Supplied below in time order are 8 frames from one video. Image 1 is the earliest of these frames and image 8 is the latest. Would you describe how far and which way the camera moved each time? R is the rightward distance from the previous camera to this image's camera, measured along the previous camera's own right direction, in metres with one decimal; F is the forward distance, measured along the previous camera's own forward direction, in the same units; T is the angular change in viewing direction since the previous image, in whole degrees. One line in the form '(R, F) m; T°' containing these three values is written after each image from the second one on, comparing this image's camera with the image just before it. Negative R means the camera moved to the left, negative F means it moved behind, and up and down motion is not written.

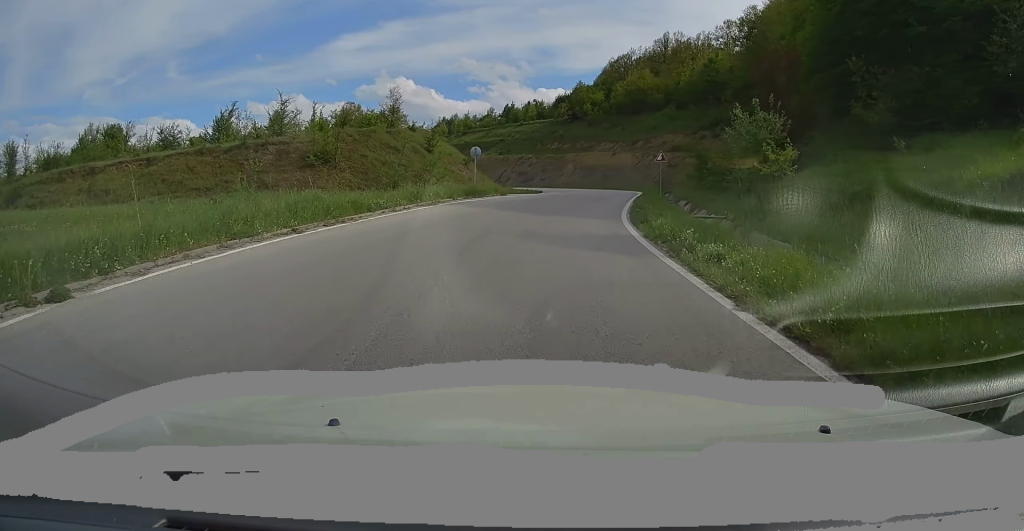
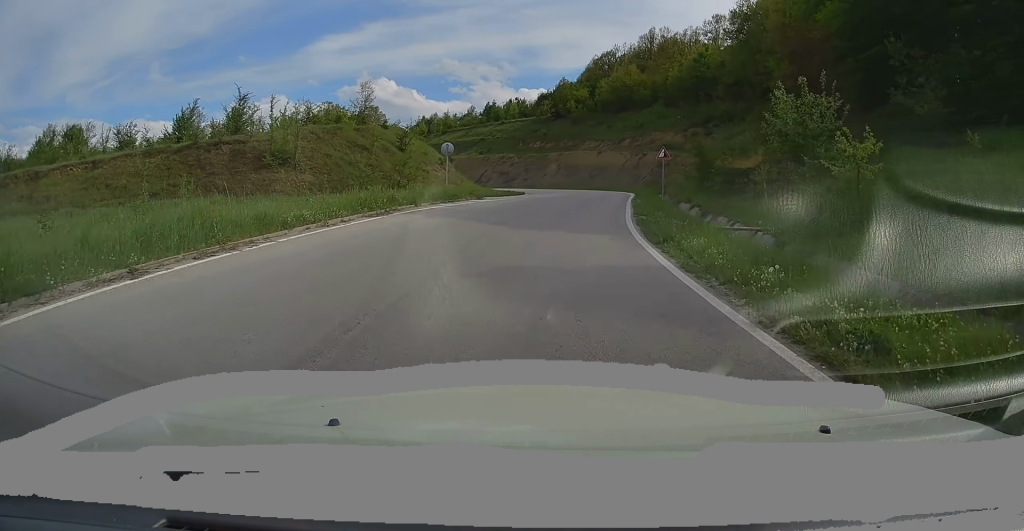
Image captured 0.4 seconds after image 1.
(+0.1, +5.0) m; +2°
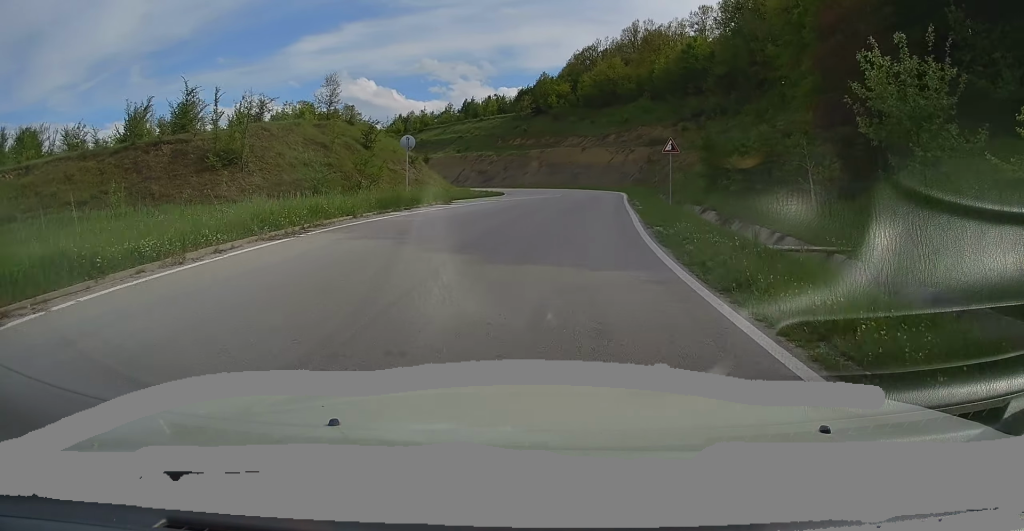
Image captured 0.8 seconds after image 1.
(0.0, +5.4) m; +2°
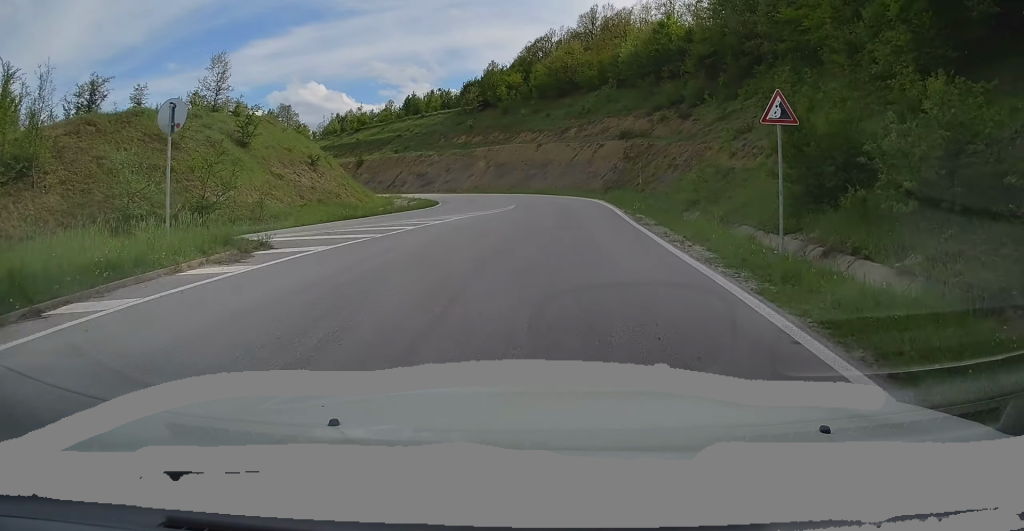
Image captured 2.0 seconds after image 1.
(+0.7, +14.6) m; +5°
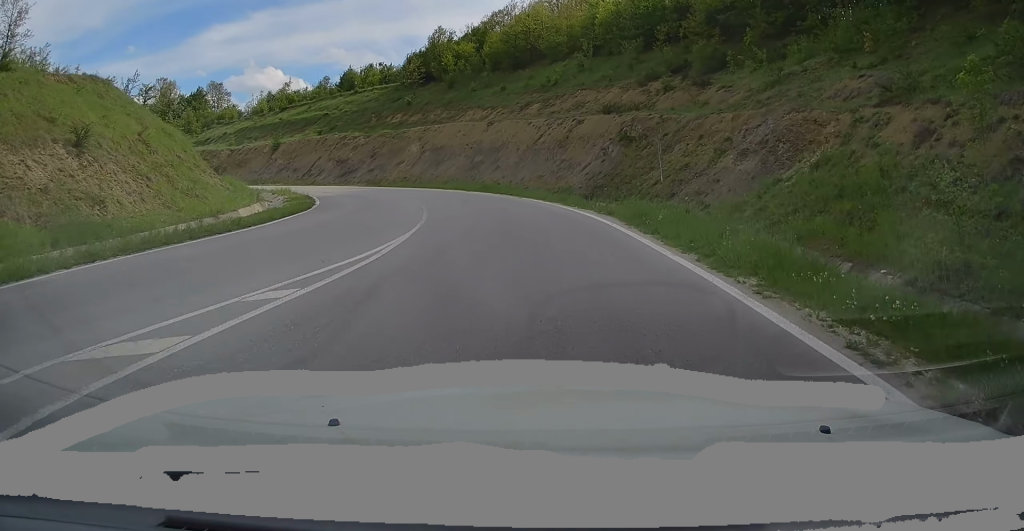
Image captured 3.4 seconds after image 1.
(+0.7, +19.3) m; +1°
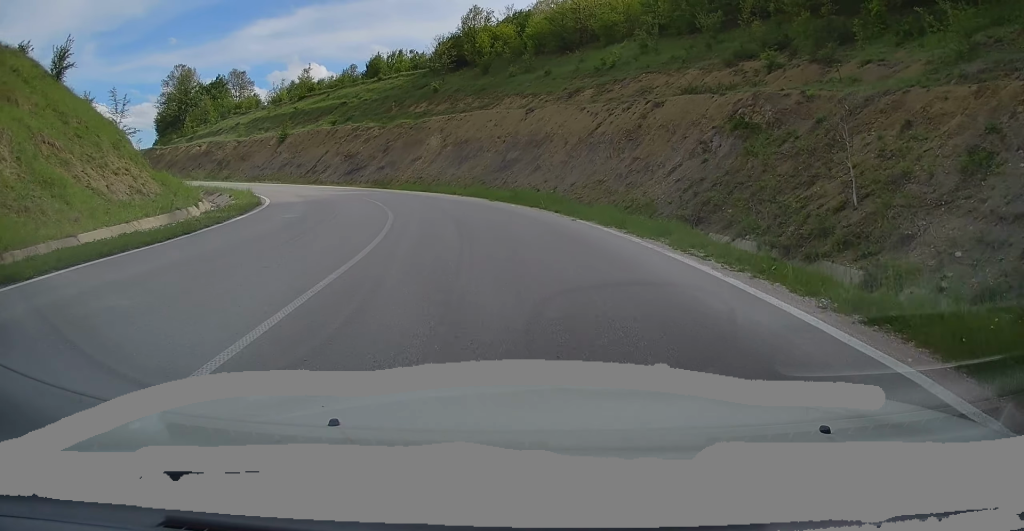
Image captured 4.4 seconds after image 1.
(-0.2, +12.8) m; -3°
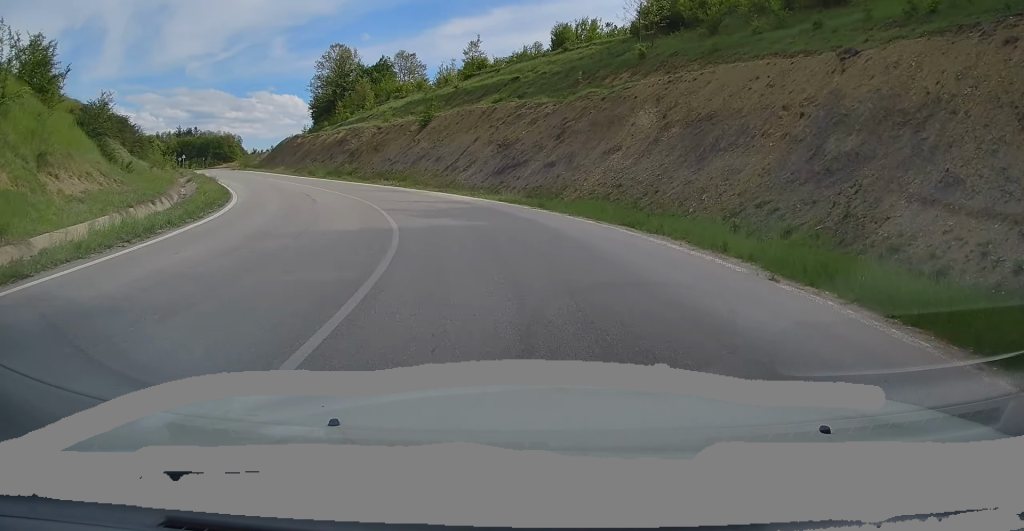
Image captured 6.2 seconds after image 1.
(-2.3, +22.9) m; -15°
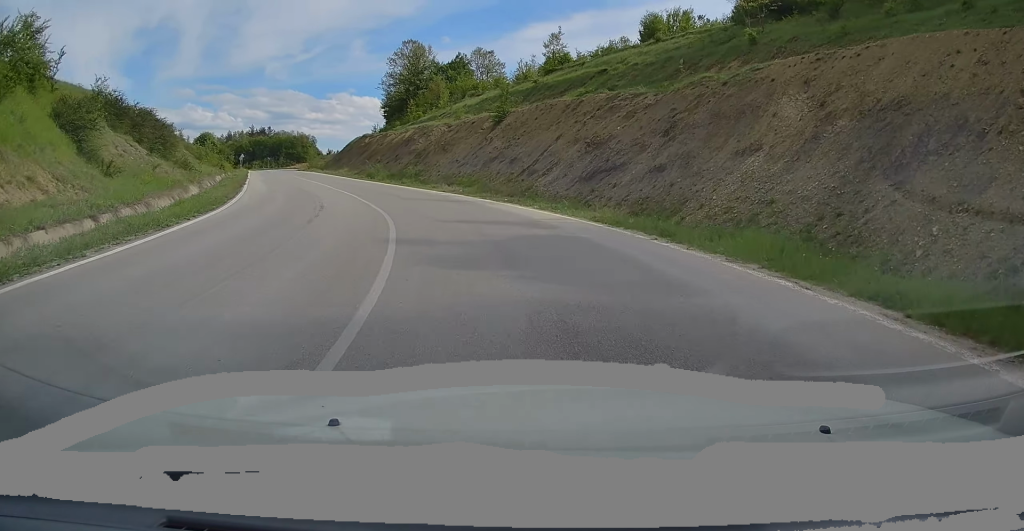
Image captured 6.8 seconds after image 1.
(-0.2, +7.8) m; -7°
